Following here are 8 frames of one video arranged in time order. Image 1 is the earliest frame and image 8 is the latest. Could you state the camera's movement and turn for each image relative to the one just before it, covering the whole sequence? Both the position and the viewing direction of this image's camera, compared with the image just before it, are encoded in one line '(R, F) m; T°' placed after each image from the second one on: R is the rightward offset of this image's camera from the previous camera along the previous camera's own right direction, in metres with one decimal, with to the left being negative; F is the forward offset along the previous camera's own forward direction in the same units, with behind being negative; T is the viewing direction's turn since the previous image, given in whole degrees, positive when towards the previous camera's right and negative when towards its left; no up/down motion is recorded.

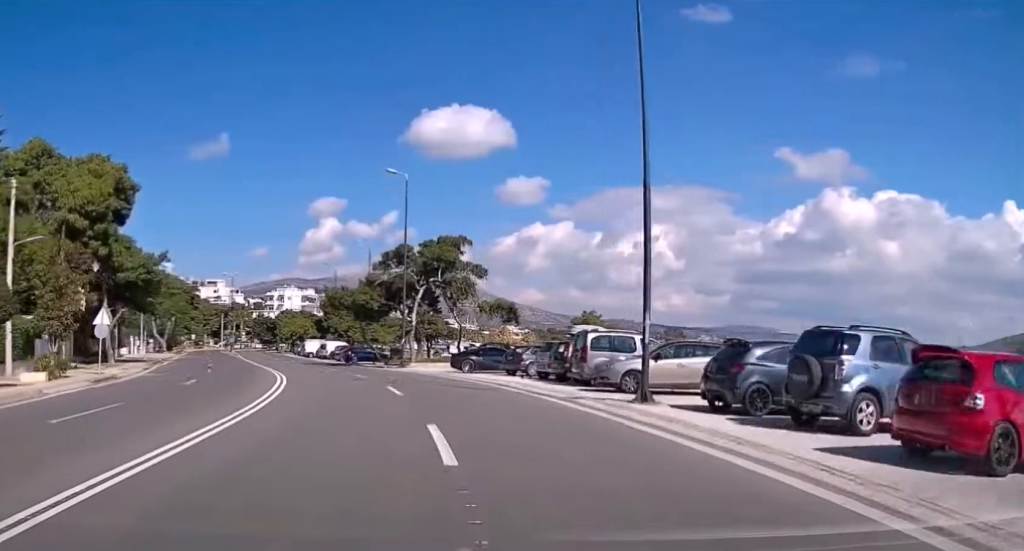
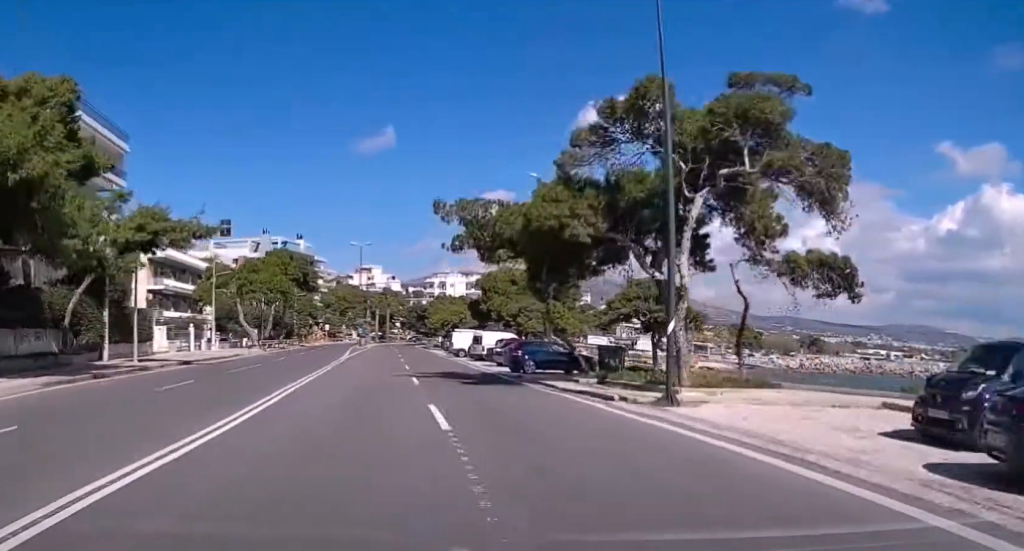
(-3.6, +31.5) m; -10°
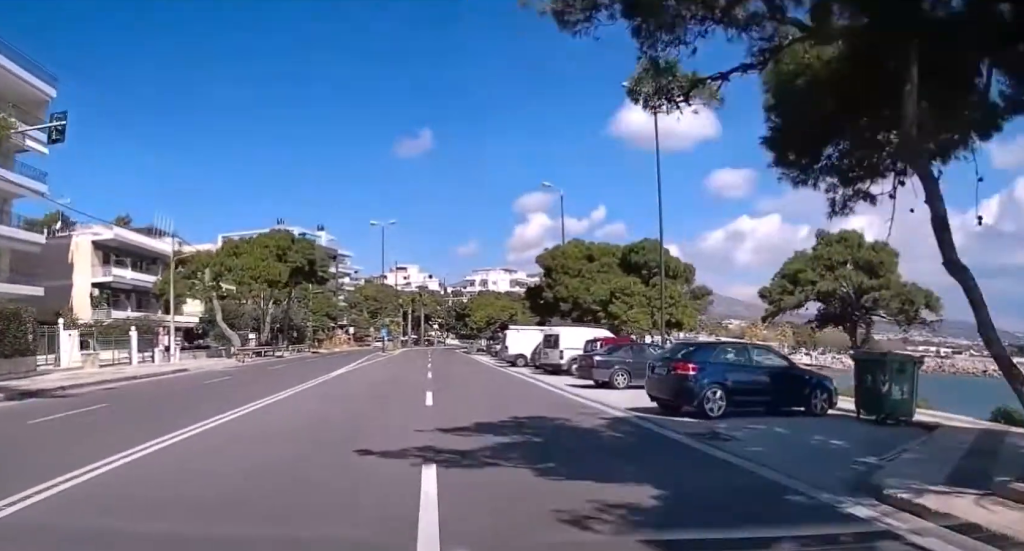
(-0.4, +19.0) m; -2°
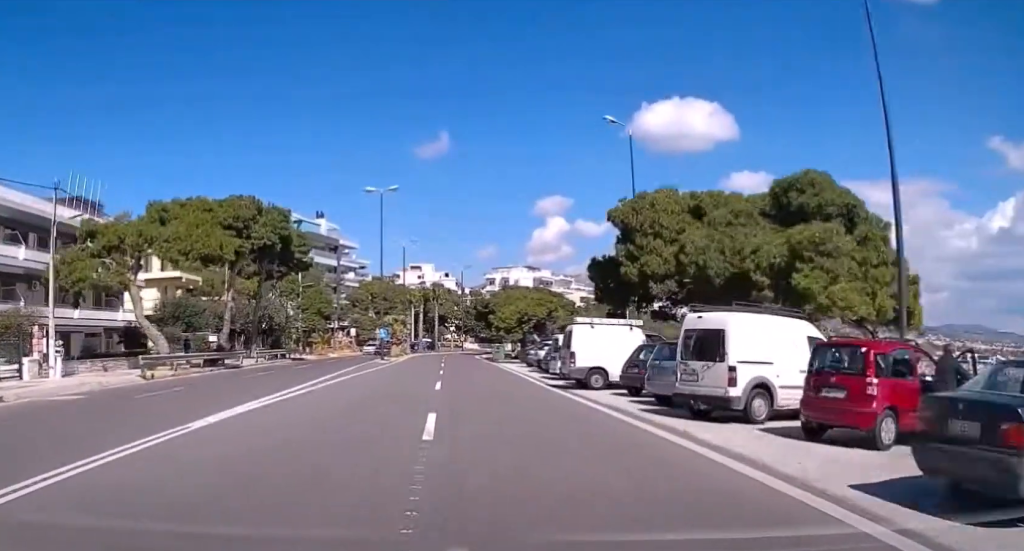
(-0.1, +17.7) m; 0°
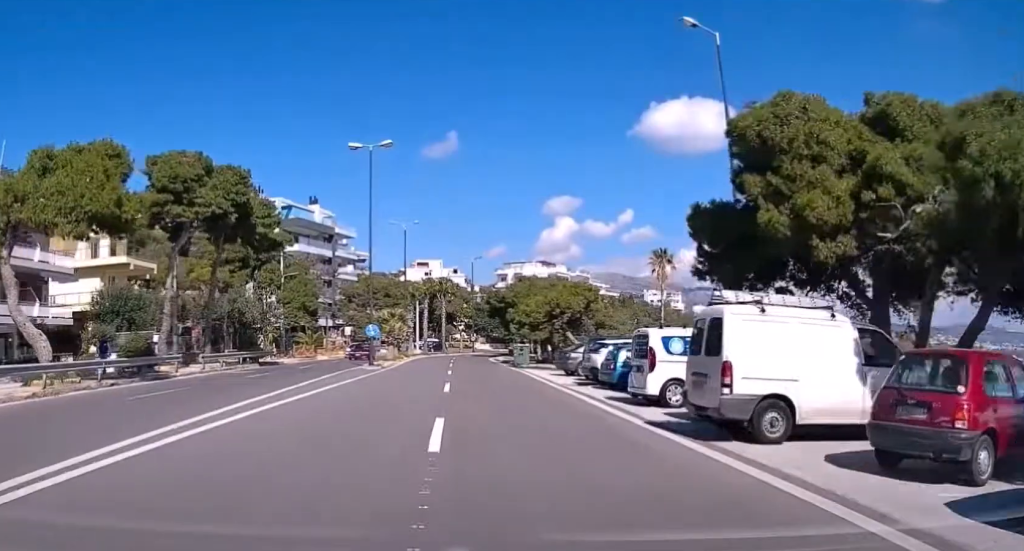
(0.0, +13.9) m; +1°
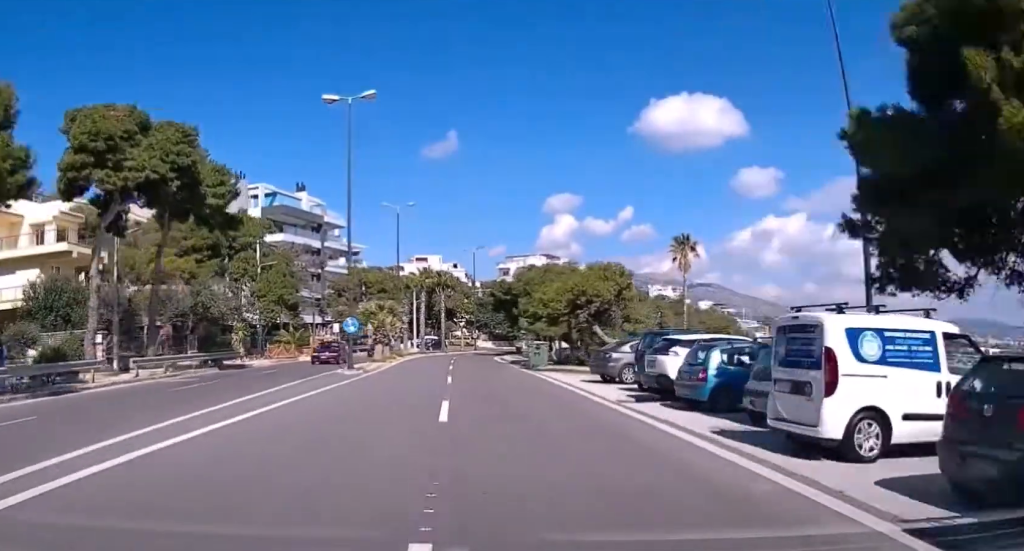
(+0.1, +8.0) m; 0°
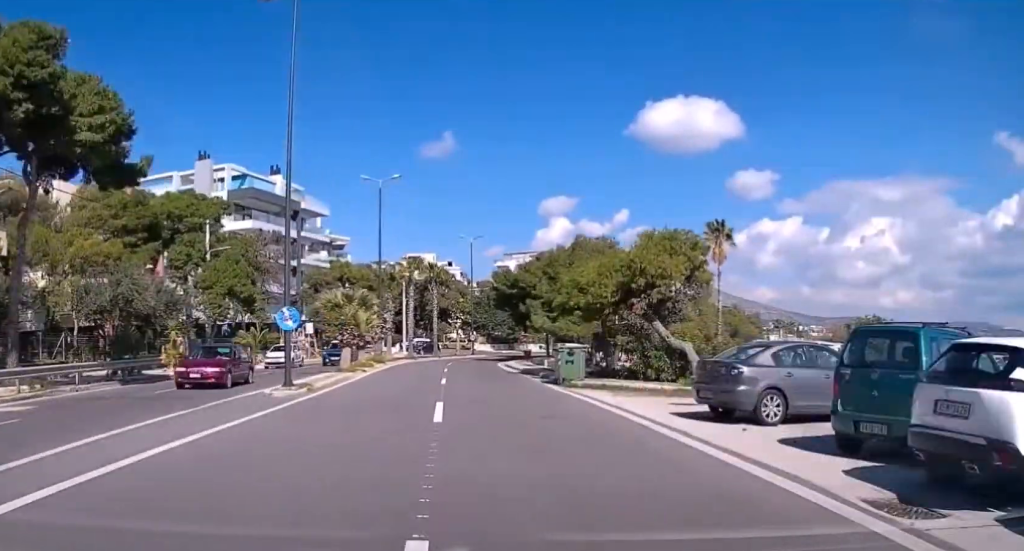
(+0.1, +11.6) m; 0°
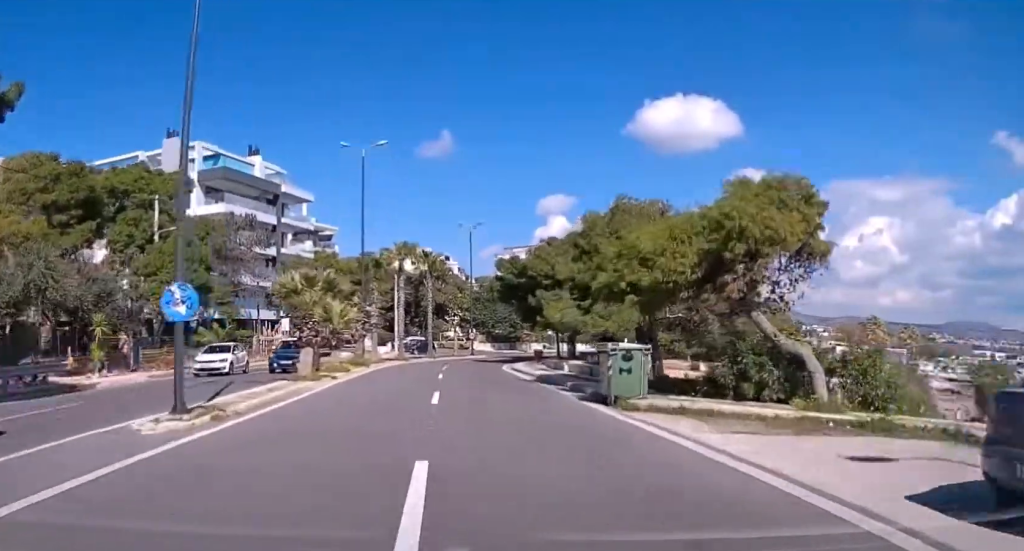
(-0.1, +8.9) m; 0°
